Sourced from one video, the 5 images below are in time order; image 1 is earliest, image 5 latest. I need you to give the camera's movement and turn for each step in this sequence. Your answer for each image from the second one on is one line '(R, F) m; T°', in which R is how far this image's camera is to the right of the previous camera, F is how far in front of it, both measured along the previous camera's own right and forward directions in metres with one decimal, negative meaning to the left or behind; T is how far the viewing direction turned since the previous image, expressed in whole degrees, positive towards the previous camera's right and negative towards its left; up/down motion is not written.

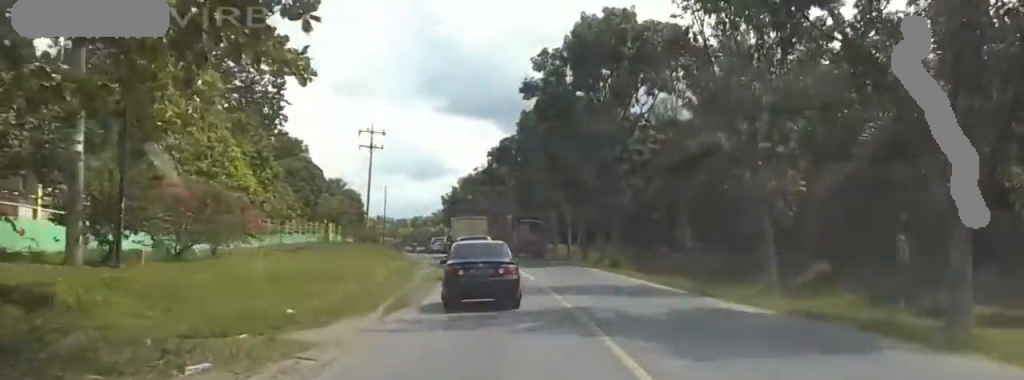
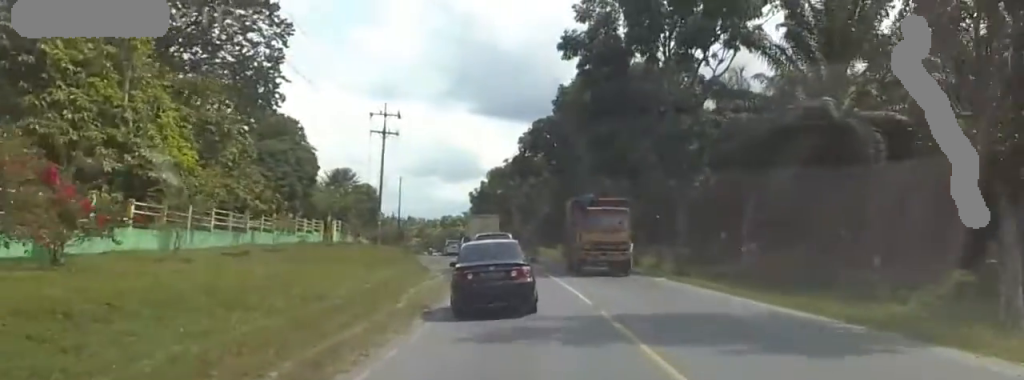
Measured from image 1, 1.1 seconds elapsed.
(-1.4, +7.9) m; -12°
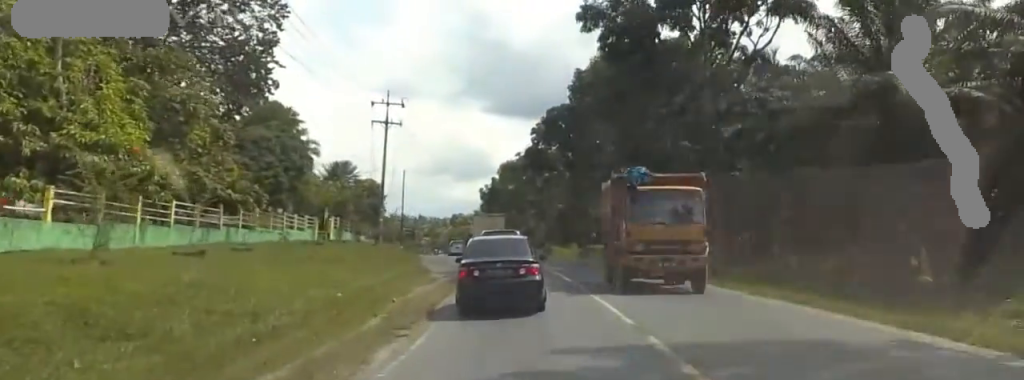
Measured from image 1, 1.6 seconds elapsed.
(0.0, +3.8) m; 0°
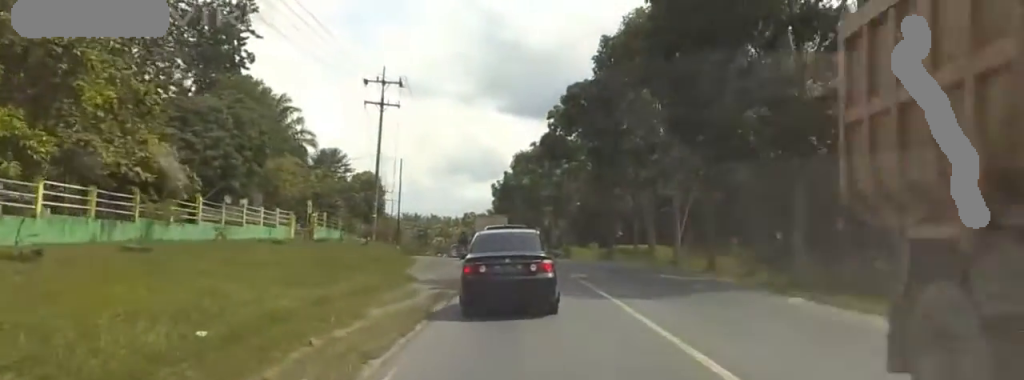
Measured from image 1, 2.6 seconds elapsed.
(0.0, +6.9) m; +2°
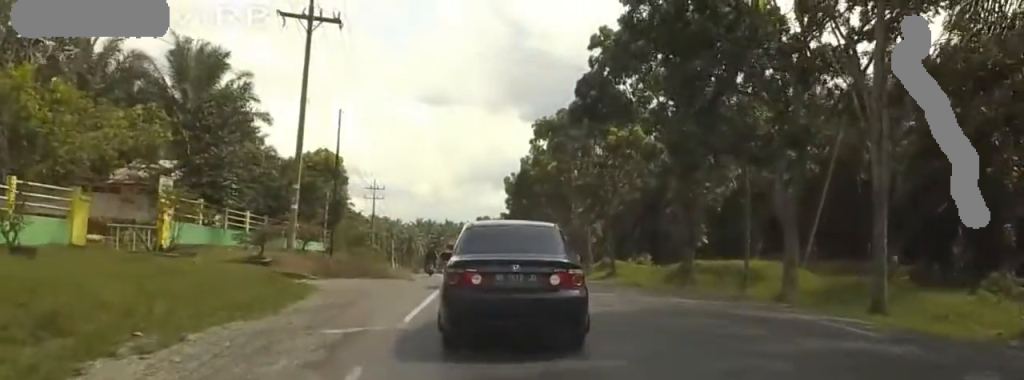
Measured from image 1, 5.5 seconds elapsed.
(+1.7, +23.0) m; +9°
